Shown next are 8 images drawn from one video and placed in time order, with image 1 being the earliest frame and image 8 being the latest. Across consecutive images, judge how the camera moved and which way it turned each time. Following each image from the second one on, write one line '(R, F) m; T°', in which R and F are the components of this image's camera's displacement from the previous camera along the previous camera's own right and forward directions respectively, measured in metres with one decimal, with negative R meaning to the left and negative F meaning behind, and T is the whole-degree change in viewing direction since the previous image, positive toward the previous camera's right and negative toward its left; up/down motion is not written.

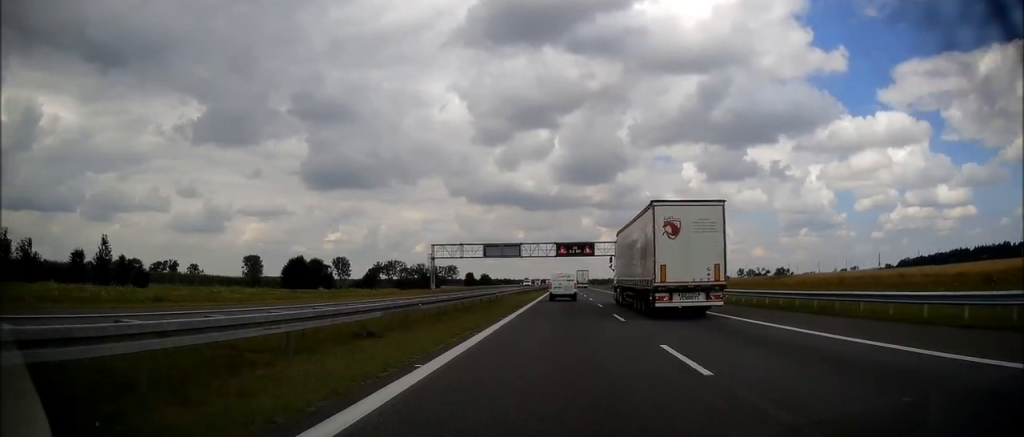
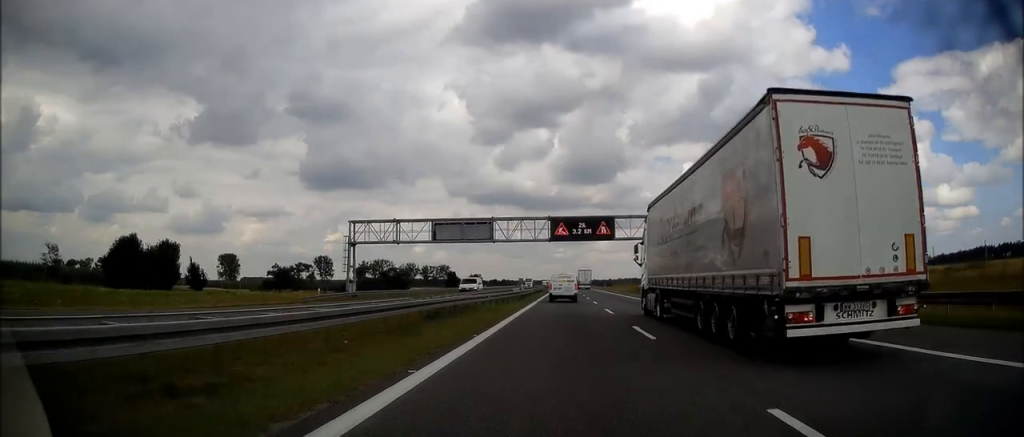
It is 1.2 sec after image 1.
(+0.1, +42.3) m; +1°
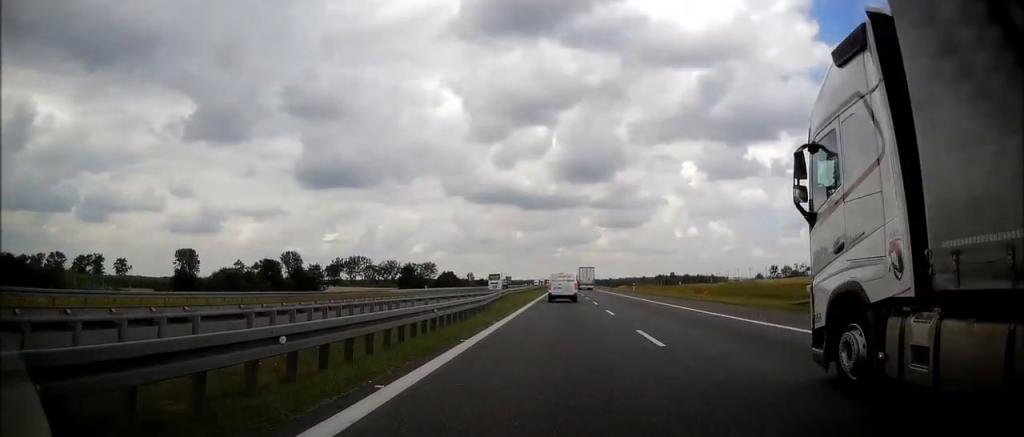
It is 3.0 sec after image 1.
(-0.3, +62.2) m; 0°
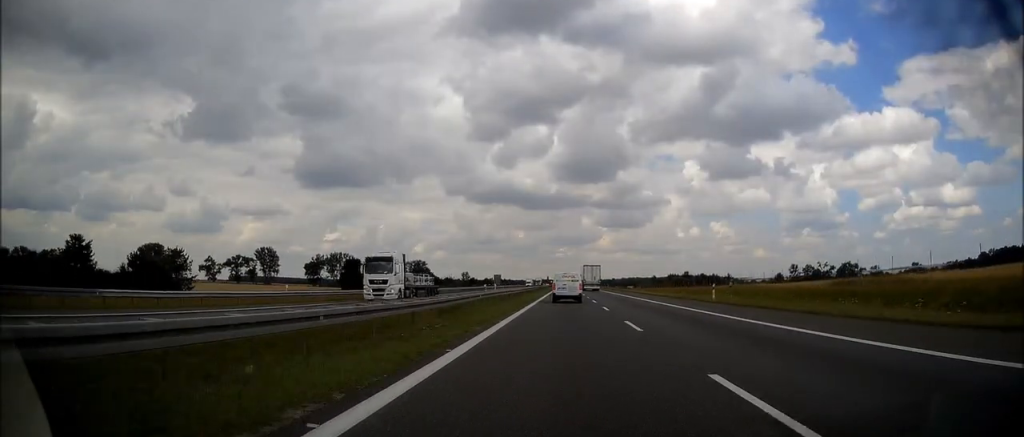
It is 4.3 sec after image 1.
(+0.2, +44.2) m; 0°
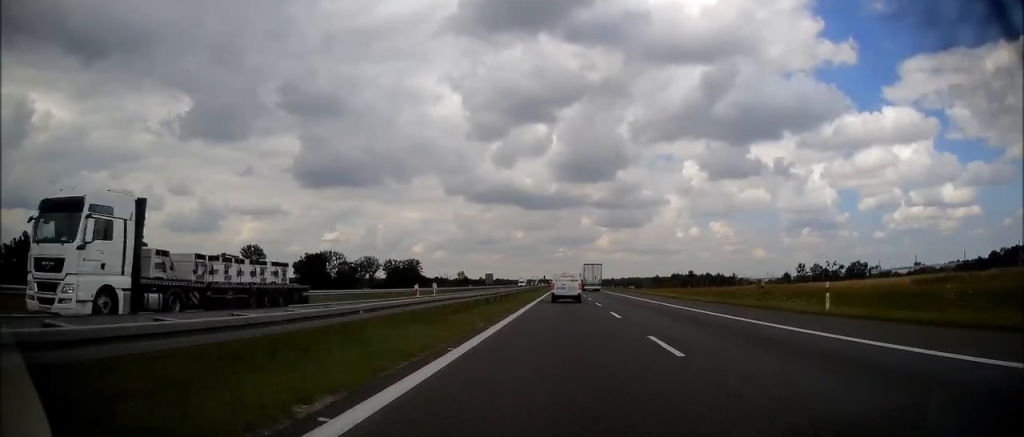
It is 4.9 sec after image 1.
(-0.1, +17.9) m; 0°
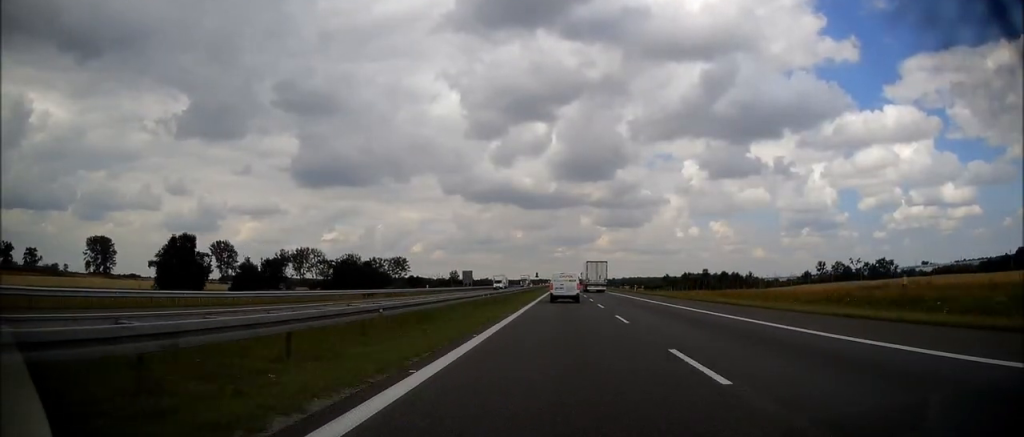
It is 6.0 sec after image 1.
(+0.1, +38.8) m; 0°
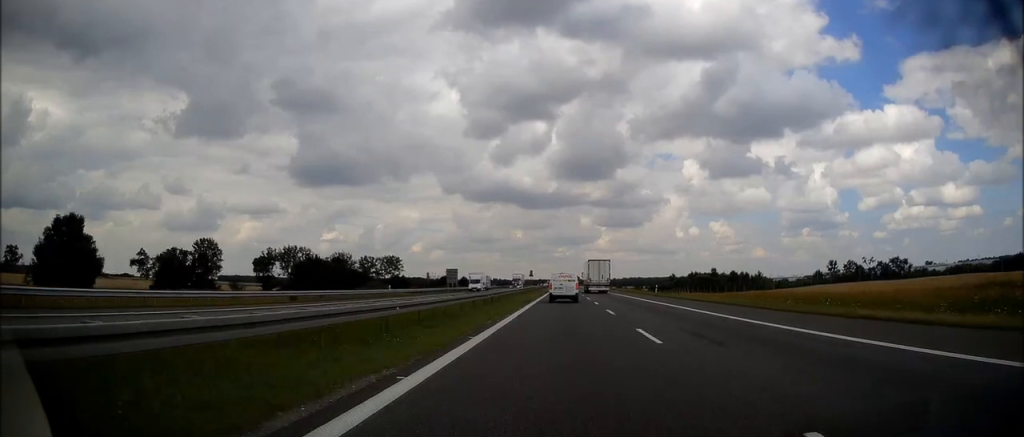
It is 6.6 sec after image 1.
(+0.2, +18.7) m; 0°
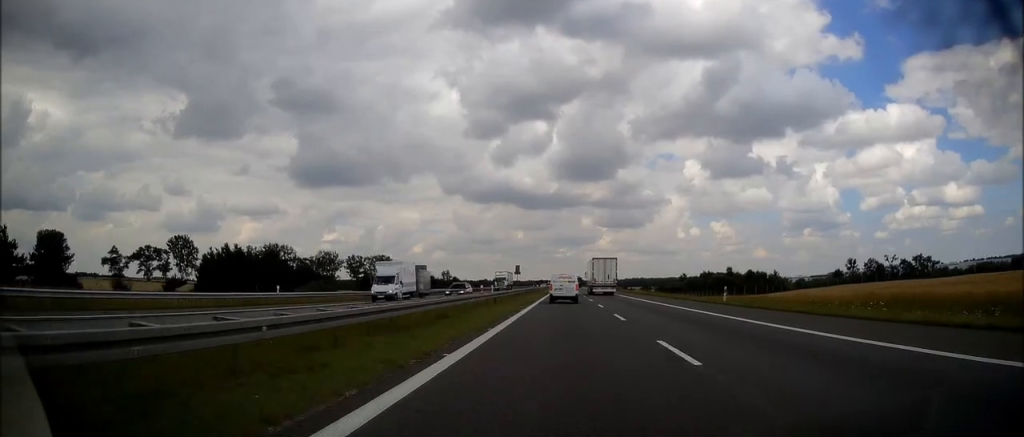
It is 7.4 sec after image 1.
(-0.4, +27.4) m; -1°
